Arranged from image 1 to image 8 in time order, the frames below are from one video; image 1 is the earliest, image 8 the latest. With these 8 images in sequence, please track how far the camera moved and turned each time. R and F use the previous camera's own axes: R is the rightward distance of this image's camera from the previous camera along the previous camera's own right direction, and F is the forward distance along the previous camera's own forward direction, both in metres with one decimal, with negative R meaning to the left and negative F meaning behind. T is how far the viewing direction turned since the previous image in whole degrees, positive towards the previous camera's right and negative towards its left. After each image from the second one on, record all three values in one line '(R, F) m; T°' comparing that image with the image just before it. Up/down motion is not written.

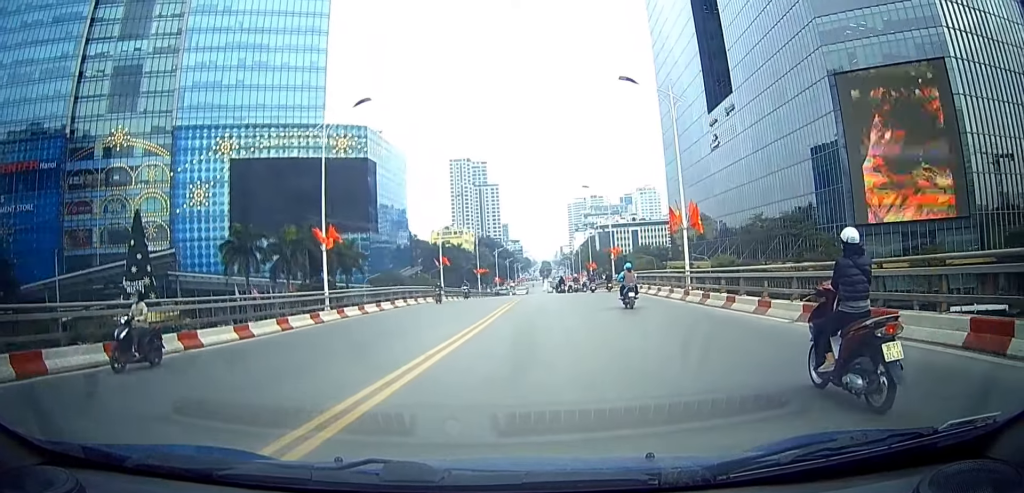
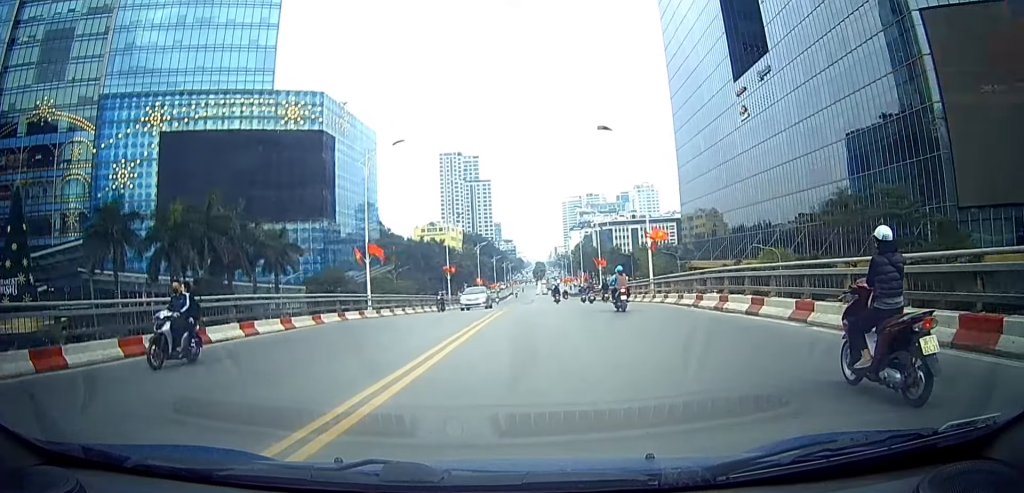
(0.0, +19.9) m; +1°
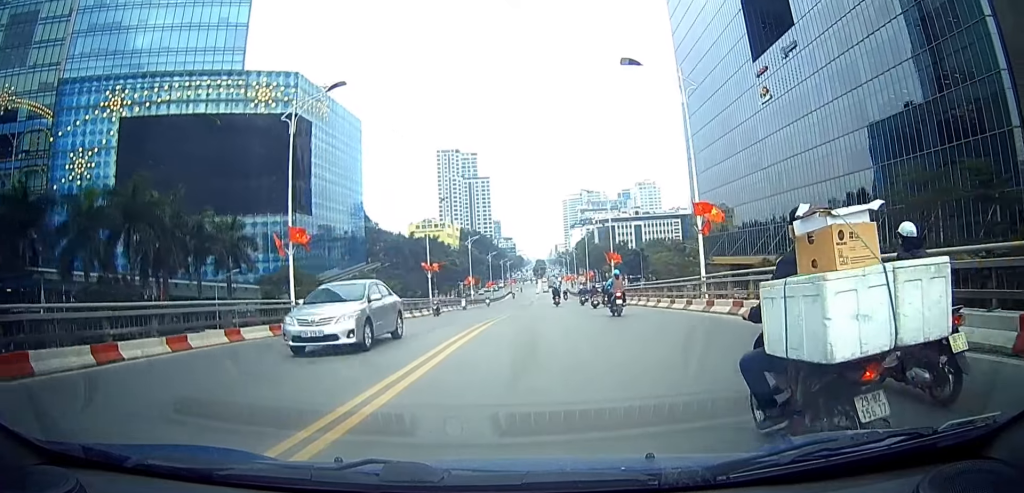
(+0.1, +10.1) m; 0°
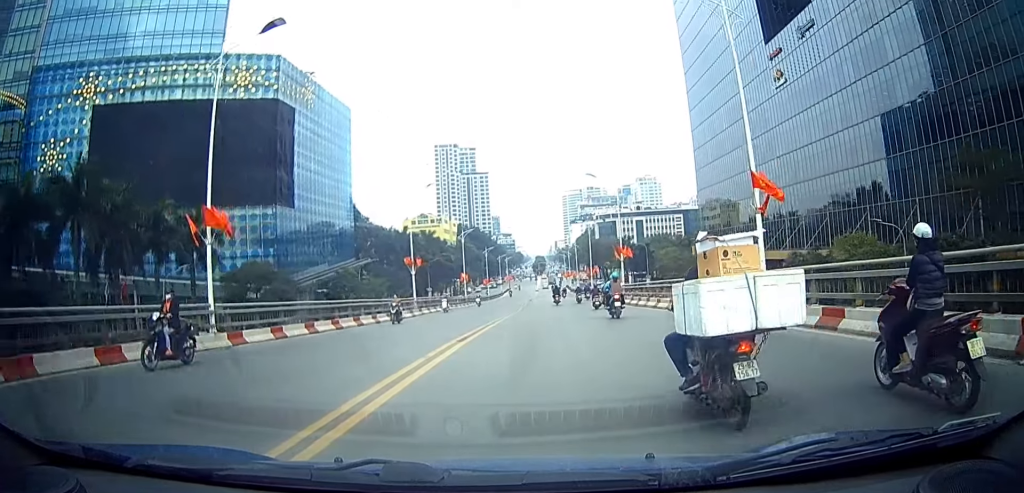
(0.0, +6.0) m; 0°
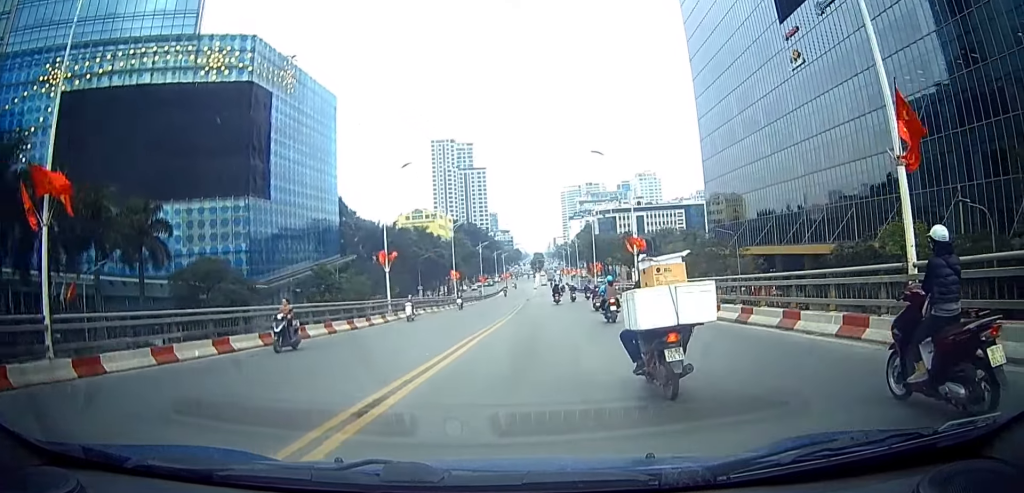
(0.0, +7.1) m; 0°
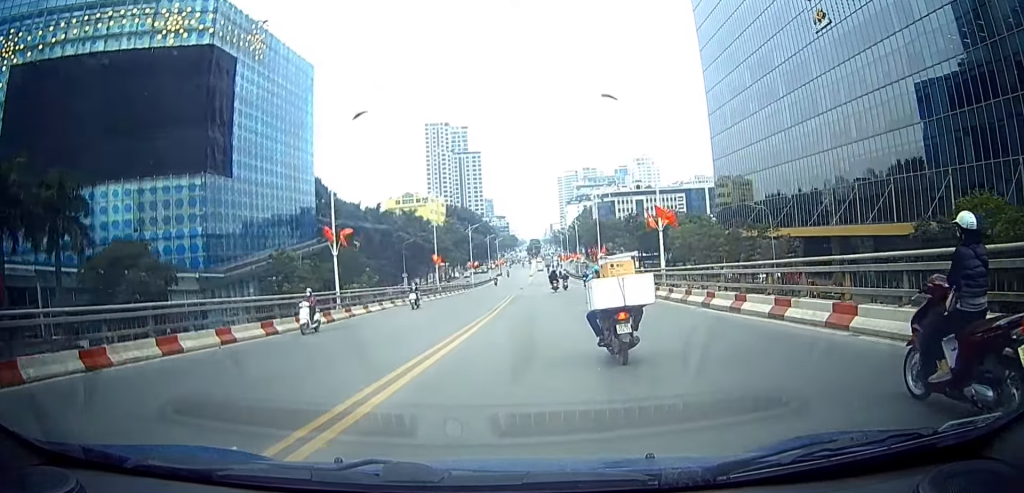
(0.0, +9.2) m; 0°
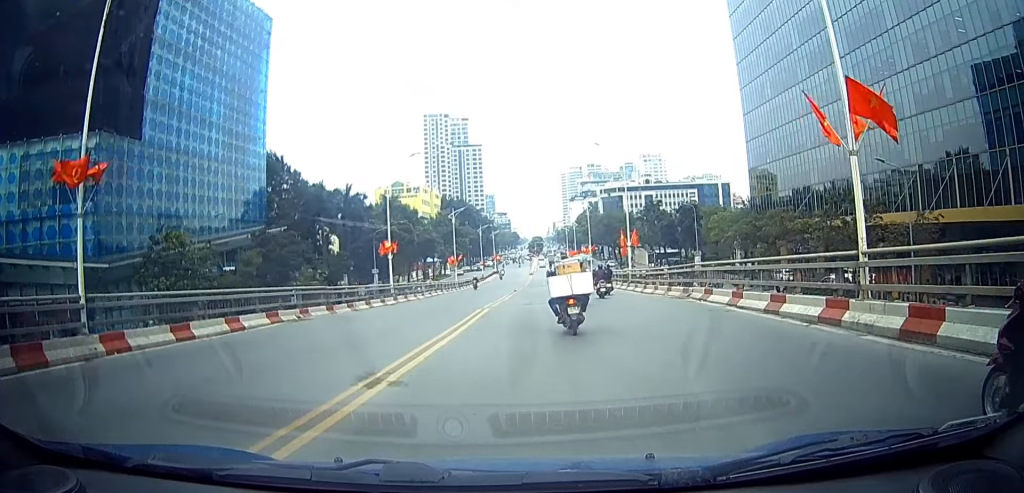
(-0.2, +19.1) m; 0°
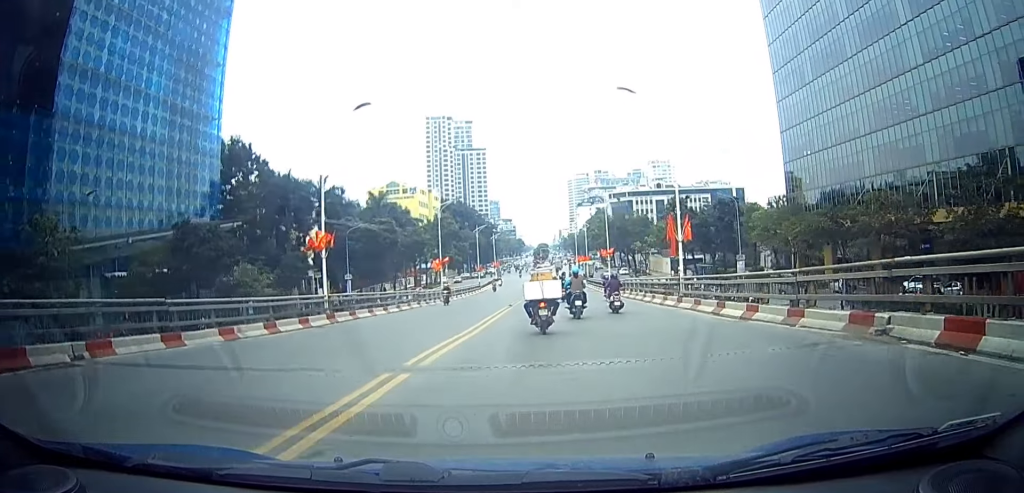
(+0.3, +13.6) m; +2°
